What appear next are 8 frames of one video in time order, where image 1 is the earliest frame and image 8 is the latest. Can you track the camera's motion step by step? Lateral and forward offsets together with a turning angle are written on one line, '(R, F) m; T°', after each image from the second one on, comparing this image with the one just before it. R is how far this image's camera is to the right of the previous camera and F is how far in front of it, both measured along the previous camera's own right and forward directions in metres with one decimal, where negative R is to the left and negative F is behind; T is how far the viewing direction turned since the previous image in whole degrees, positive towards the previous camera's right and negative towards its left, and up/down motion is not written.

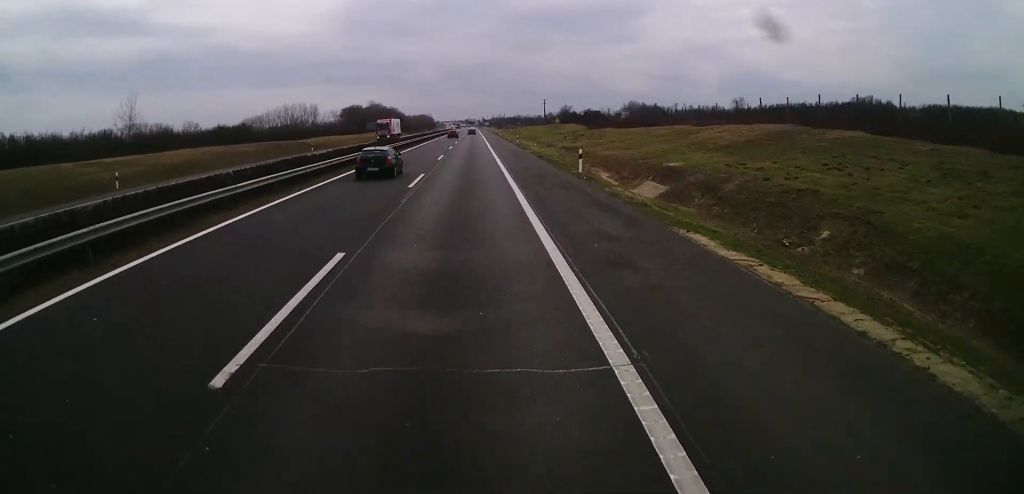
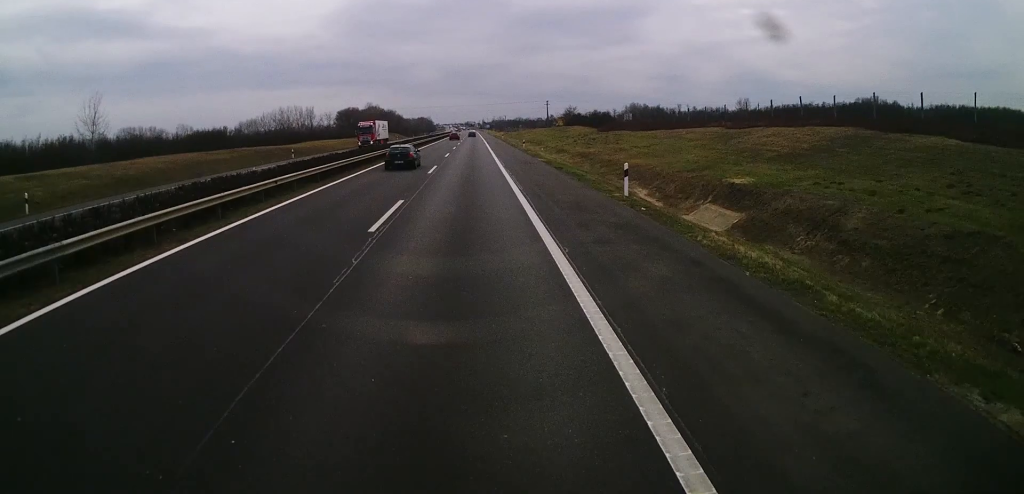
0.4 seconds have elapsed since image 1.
(0.0, +9.3) m; 0°
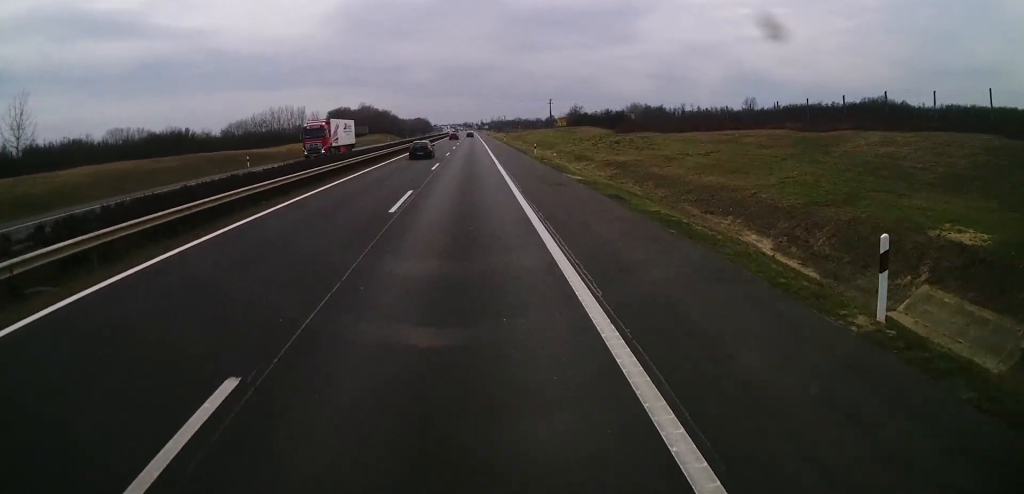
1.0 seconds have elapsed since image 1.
(+0.2, +14.7) m; 0°
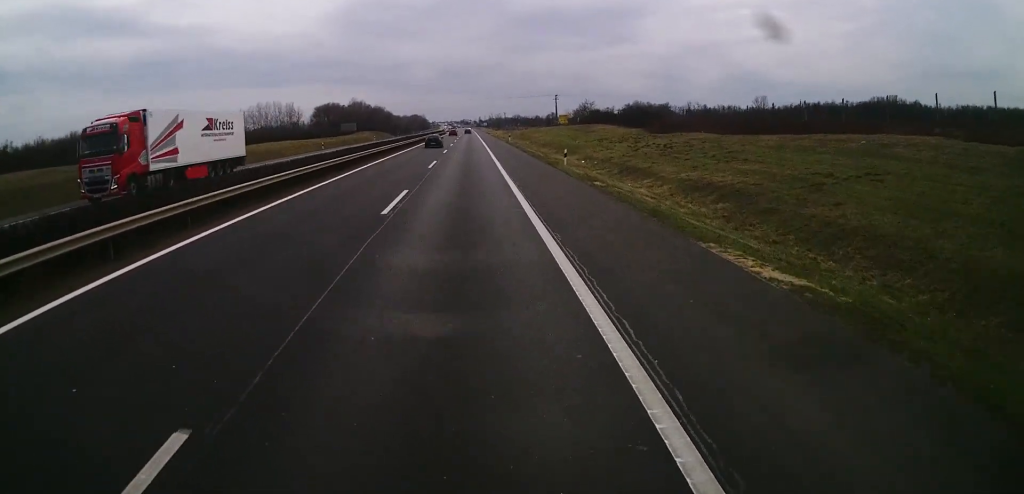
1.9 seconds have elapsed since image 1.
(-0.2, +19.4) m; -1°
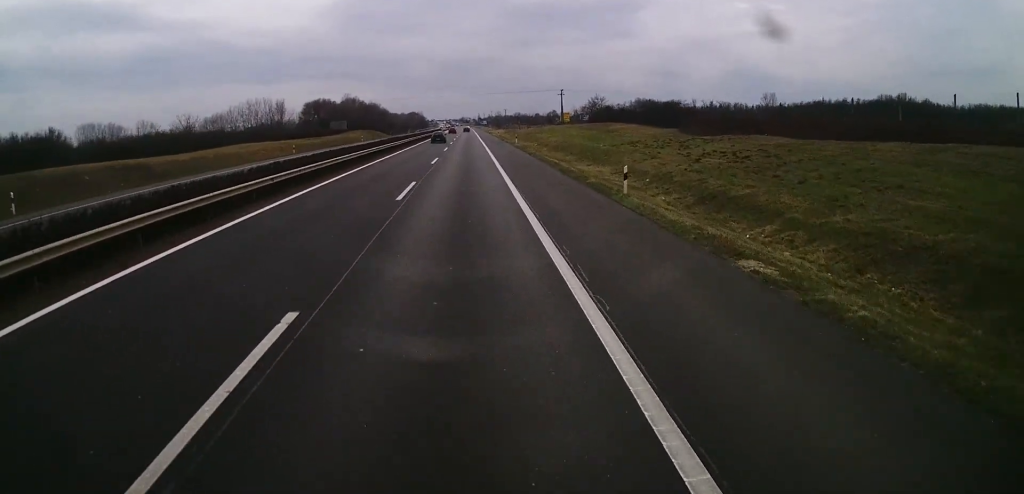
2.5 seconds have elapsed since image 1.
(-0.1, +14.8) m; 0°
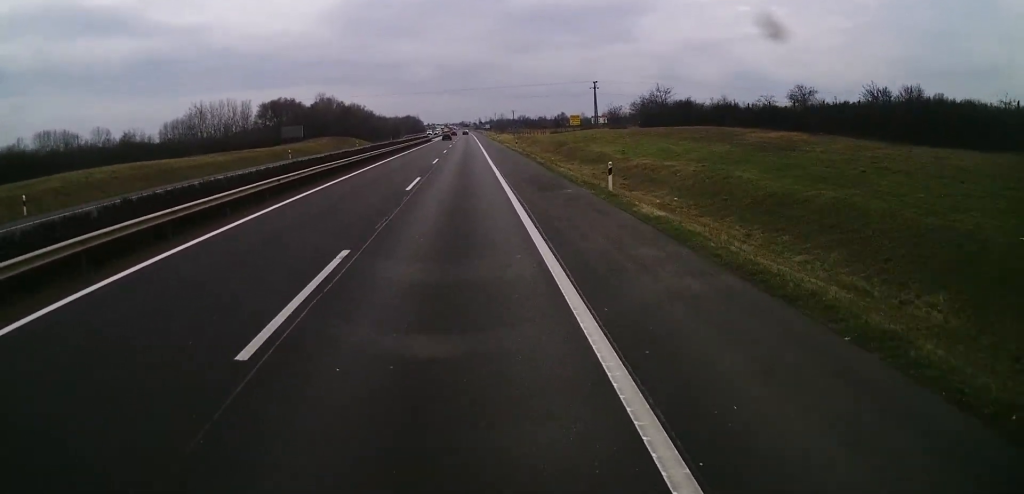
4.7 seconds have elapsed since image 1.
(+0.1, +51.0) m; 0°
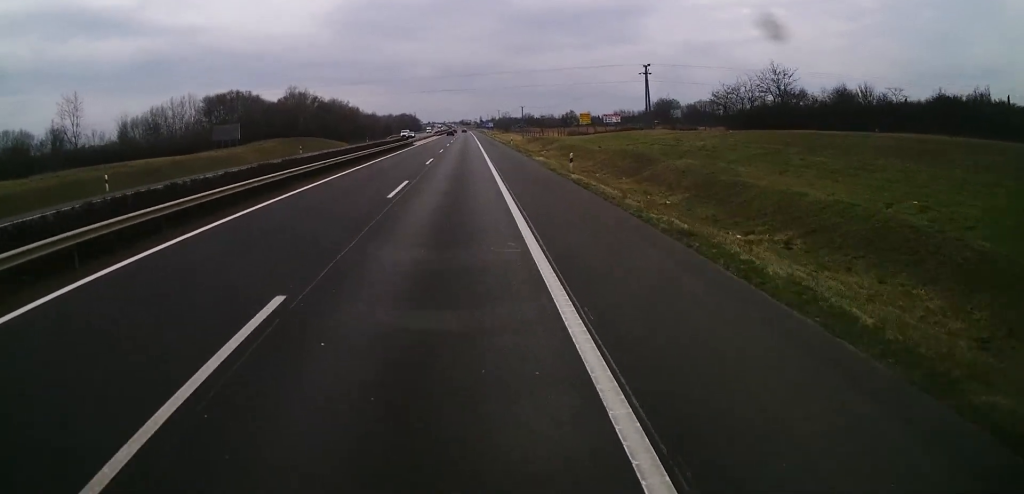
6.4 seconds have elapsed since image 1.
(+0.5, +42.1) m; +1°
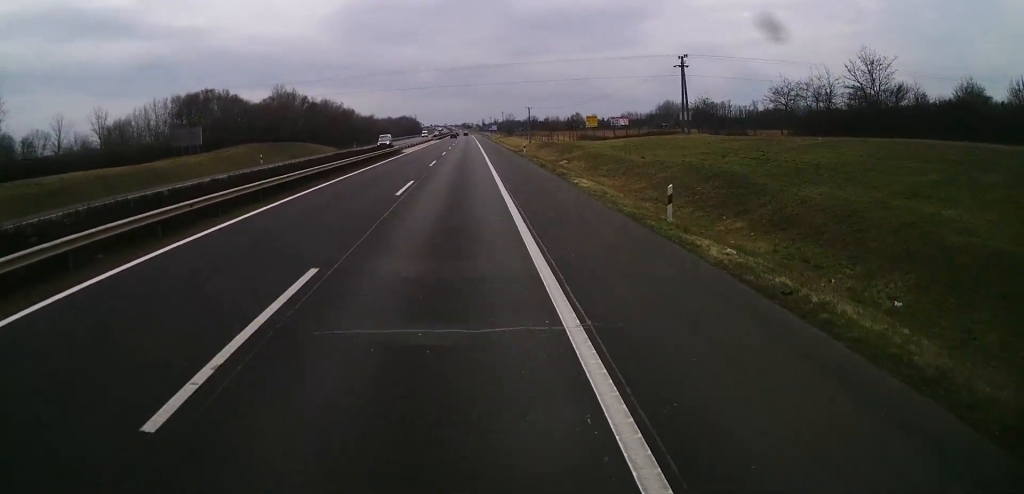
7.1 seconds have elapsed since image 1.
(-0.2, +17.6) m; -1°
